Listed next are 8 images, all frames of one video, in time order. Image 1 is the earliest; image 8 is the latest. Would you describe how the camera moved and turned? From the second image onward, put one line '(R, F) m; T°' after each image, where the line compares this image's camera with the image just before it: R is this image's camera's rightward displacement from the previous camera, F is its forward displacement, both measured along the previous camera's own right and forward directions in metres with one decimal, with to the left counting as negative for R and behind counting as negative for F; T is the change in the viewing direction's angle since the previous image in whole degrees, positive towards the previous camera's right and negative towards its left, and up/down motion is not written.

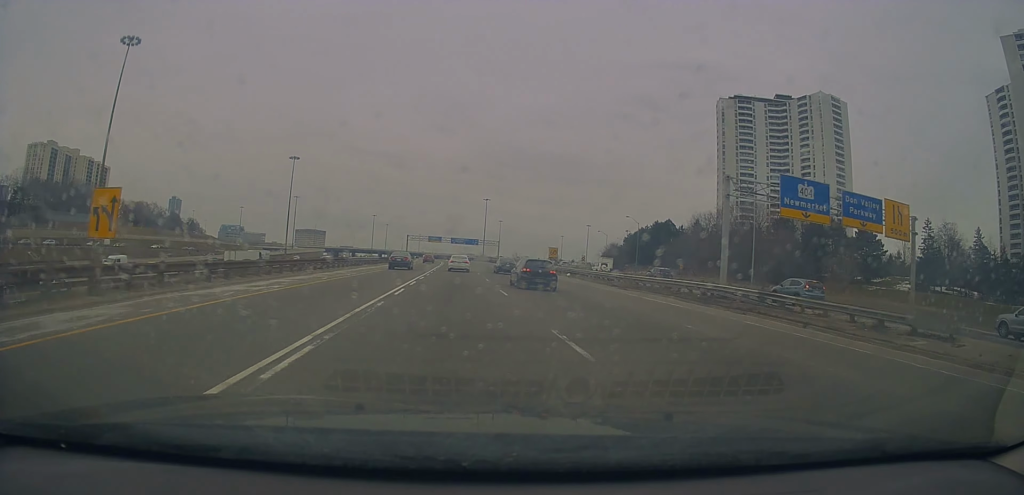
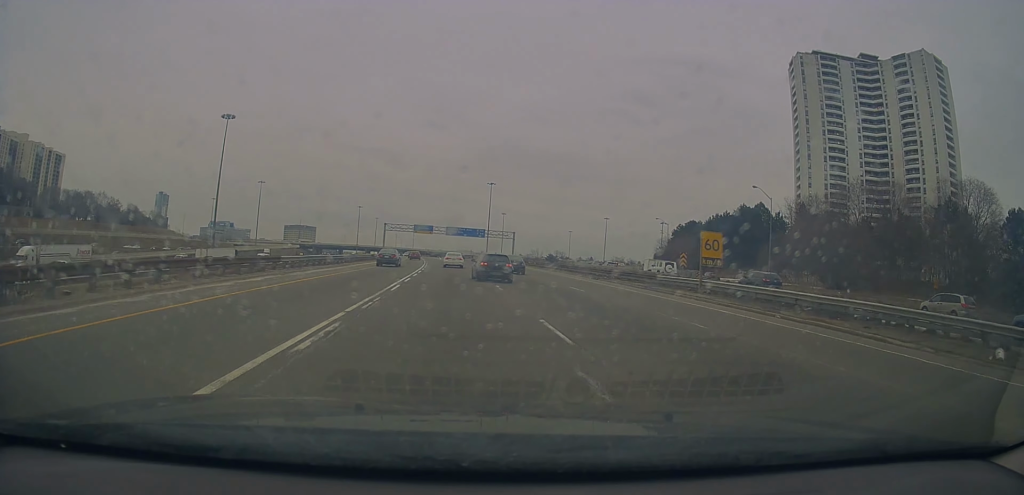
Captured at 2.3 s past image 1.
(0.0, +59.5) m; 0°
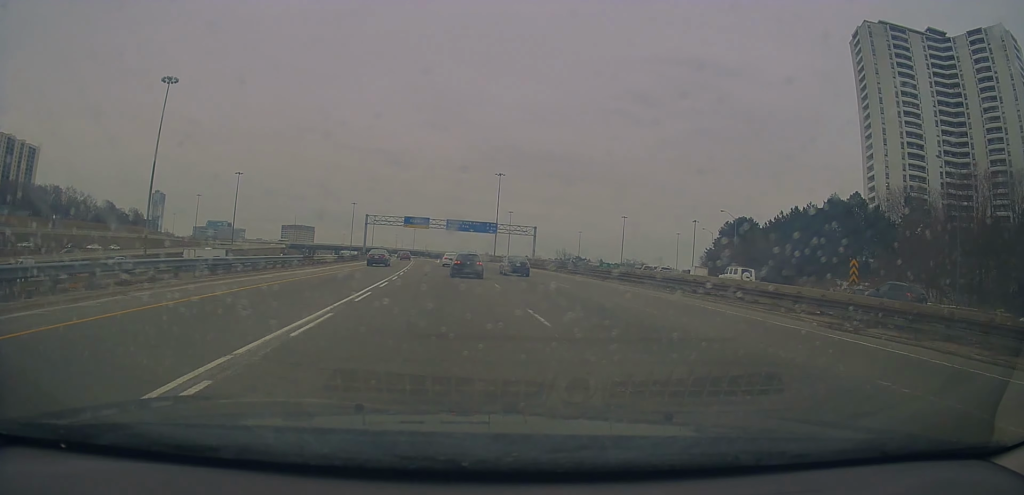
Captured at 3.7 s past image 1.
(-0.2, +34.0) m; -1°
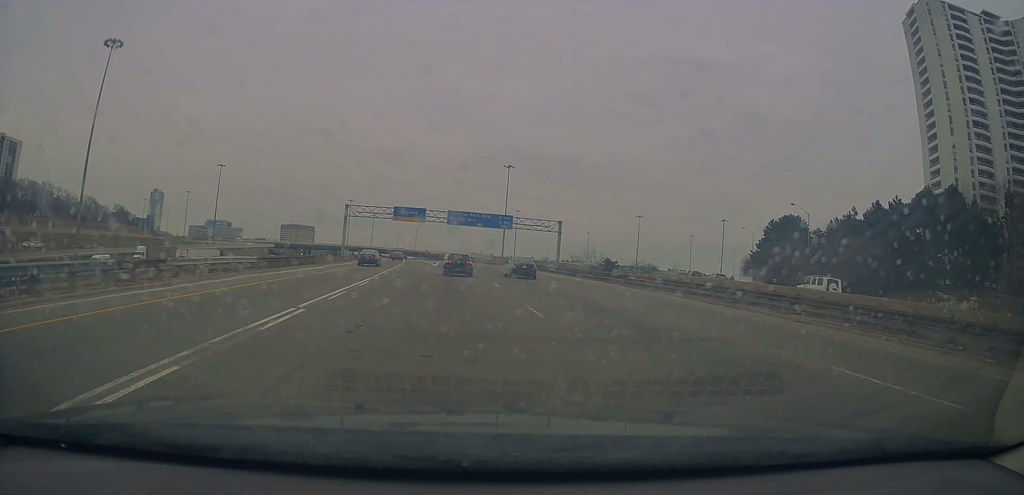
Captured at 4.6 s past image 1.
(-0.3, +23.7) m; 0°
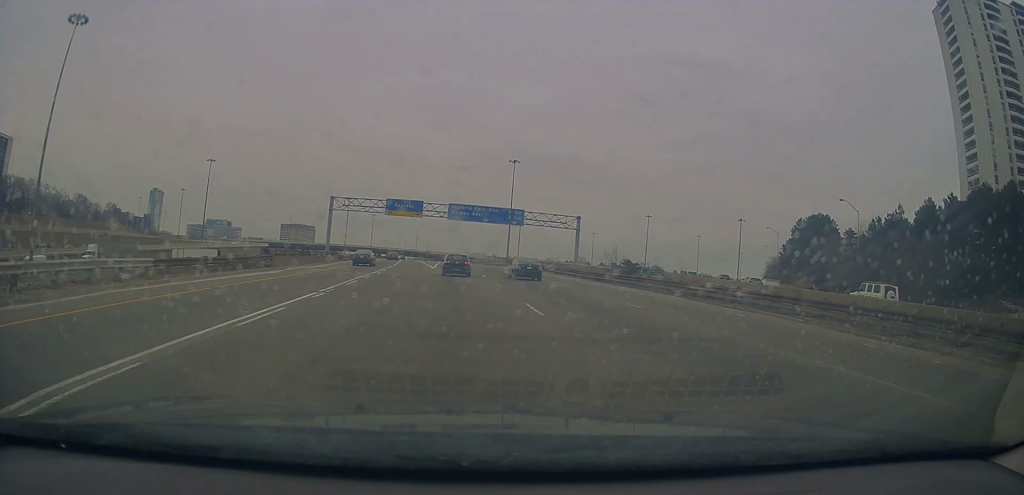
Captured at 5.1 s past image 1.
(+0.2, +11.7) m; +1°
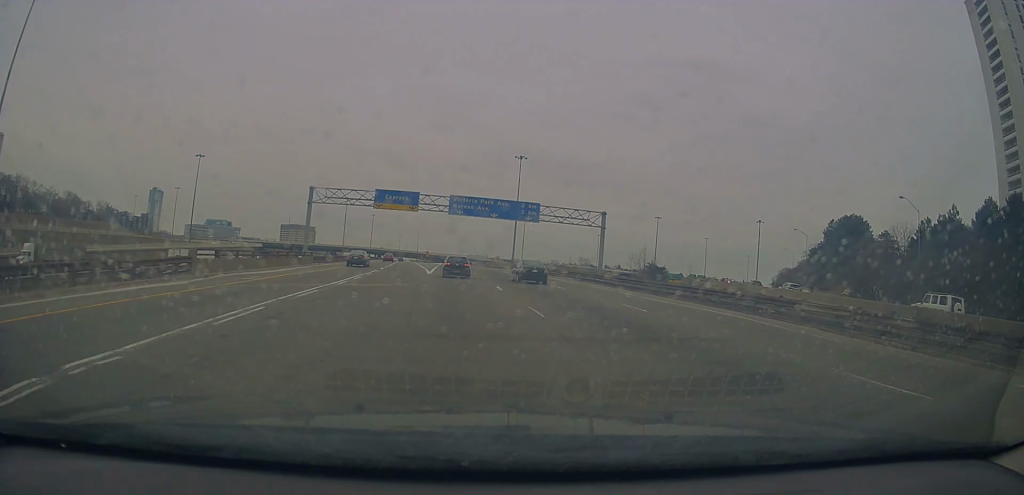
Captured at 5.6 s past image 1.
(+0.1, +11.4) m; 0°
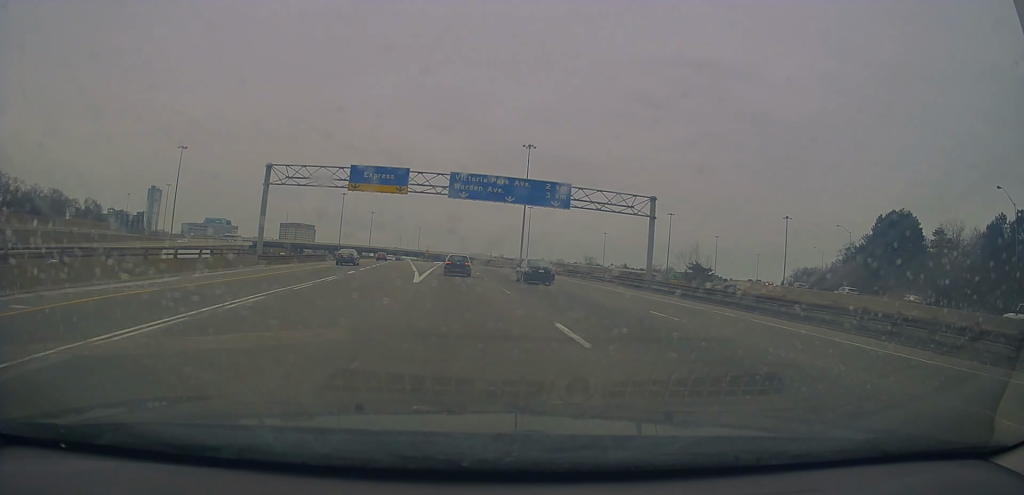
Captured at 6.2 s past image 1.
(0.0, +14.7) m; 0°
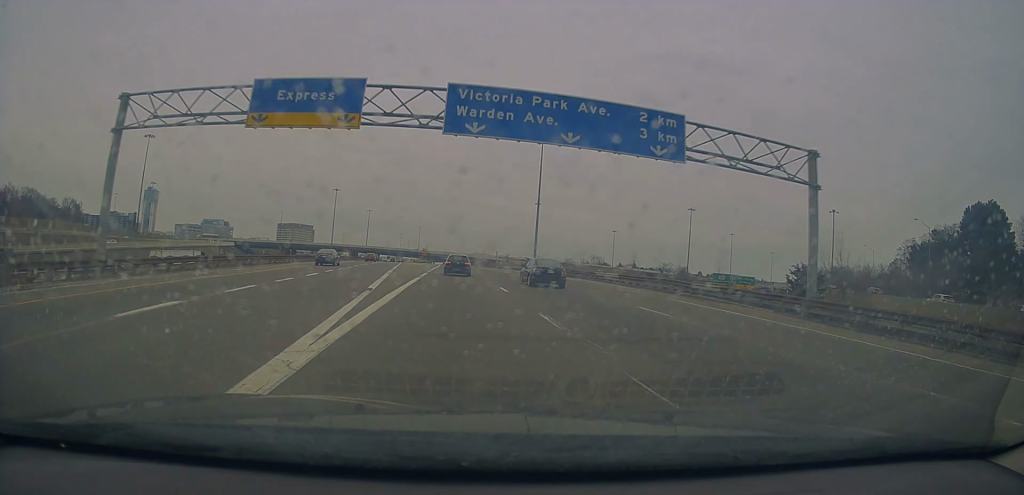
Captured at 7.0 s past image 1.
(0.0, +21.5) m; 0°
